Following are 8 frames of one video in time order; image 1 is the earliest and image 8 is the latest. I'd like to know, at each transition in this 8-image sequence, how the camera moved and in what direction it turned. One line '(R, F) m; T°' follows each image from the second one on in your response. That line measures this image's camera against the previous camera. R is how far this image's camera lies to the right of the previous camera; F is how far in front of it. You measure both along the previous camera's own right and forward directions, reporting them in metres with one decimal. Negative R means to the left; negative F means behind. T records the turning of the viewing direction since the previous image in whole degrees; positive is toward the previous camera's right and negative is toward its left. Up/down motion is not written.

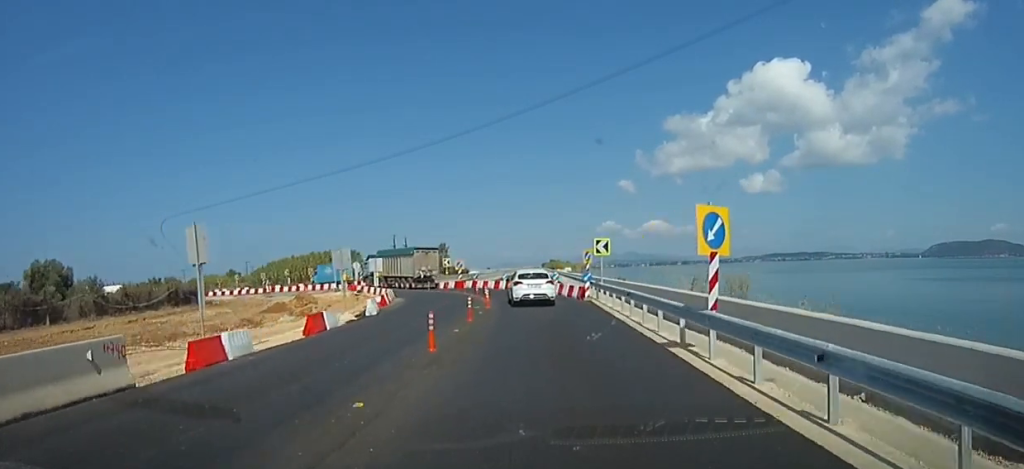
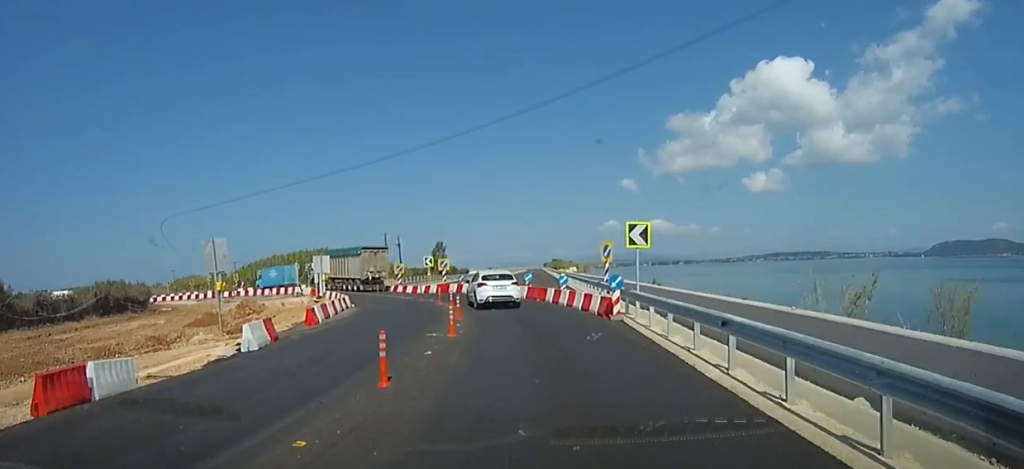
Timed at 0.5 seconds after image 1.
(+0.2, +6.7) m; +1°
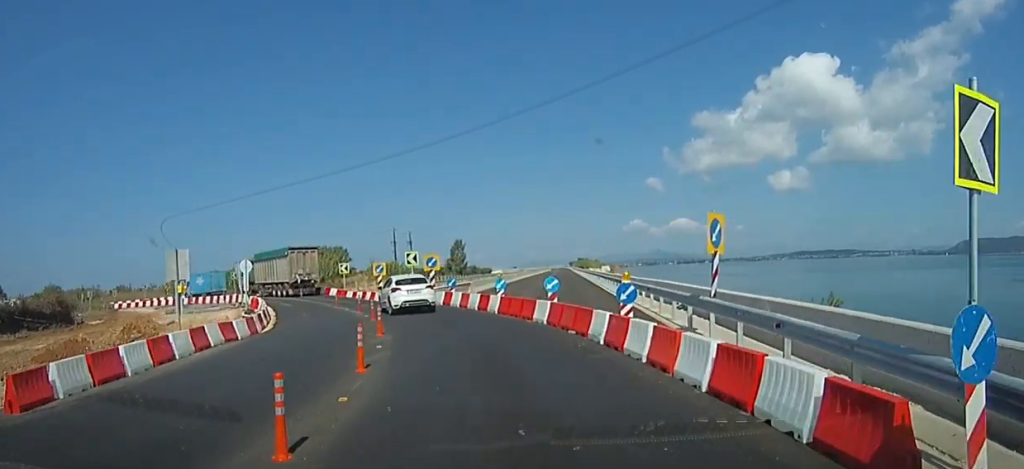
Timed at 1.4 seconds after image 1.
(0.0, +8.9) m; -2°
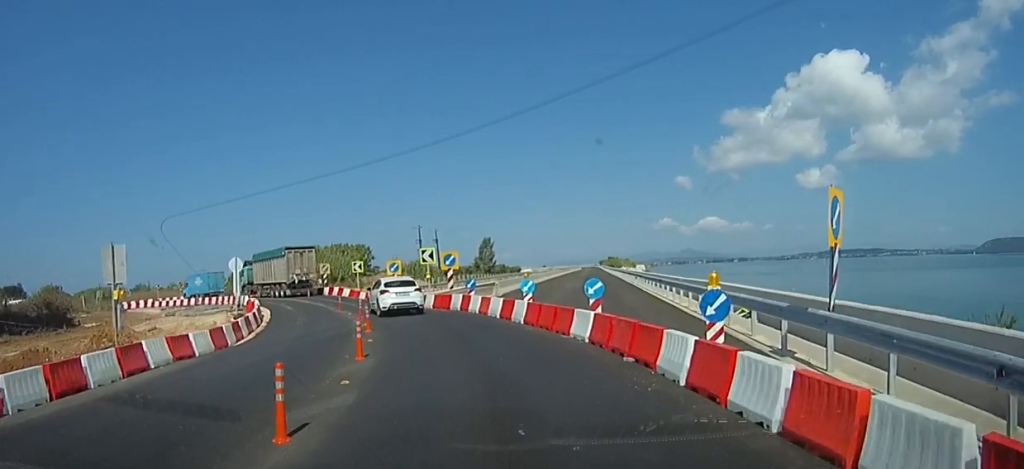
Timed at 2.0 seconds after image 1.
(-0.2, +5.4) m; -4°
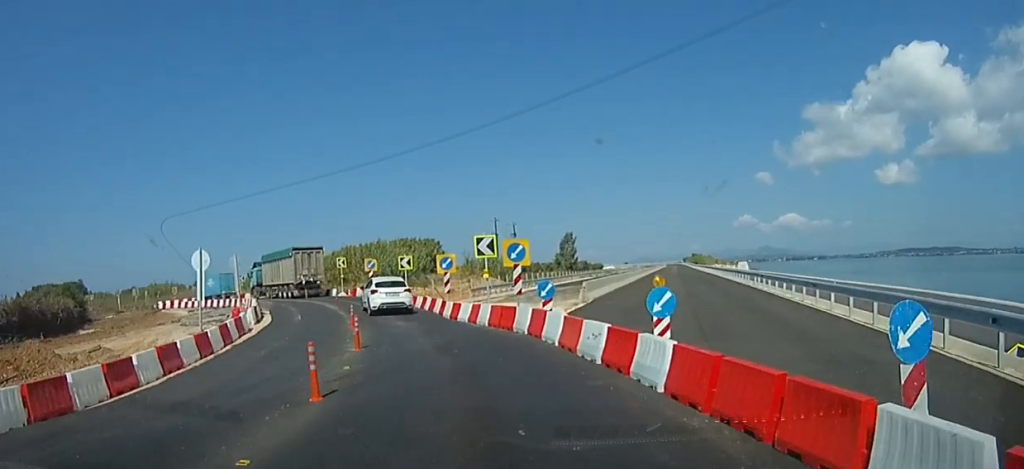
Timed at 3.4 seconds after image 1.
(-0.7, +10.7) m; -12°
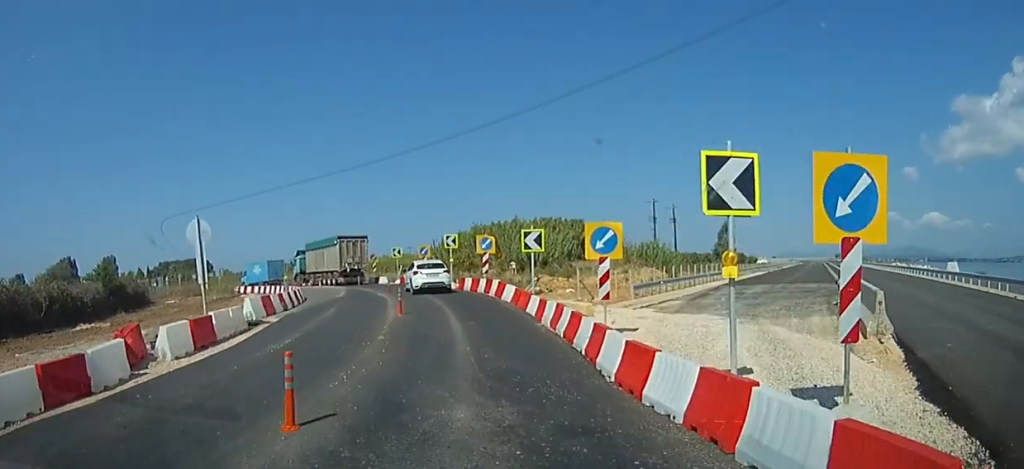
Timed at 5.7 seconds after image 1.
(-2.2, +13.7) m; -7°
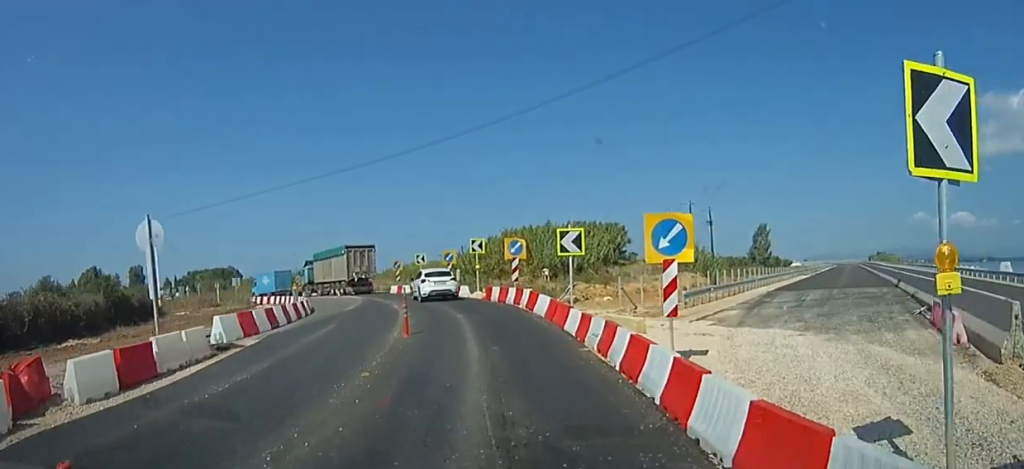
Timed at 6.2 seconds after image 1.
(+0.4, +3.1) m; 0°
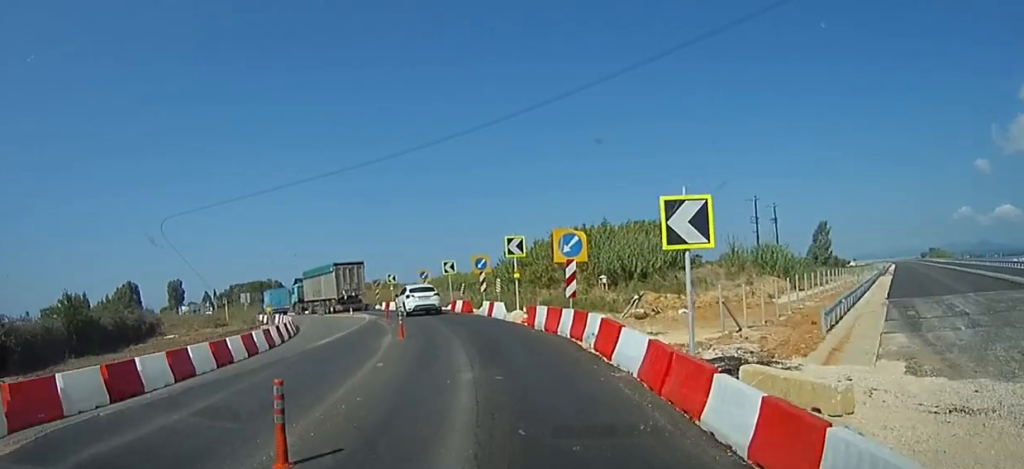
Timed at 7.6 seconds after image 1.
(-1.0, +7.9) m; -14°
